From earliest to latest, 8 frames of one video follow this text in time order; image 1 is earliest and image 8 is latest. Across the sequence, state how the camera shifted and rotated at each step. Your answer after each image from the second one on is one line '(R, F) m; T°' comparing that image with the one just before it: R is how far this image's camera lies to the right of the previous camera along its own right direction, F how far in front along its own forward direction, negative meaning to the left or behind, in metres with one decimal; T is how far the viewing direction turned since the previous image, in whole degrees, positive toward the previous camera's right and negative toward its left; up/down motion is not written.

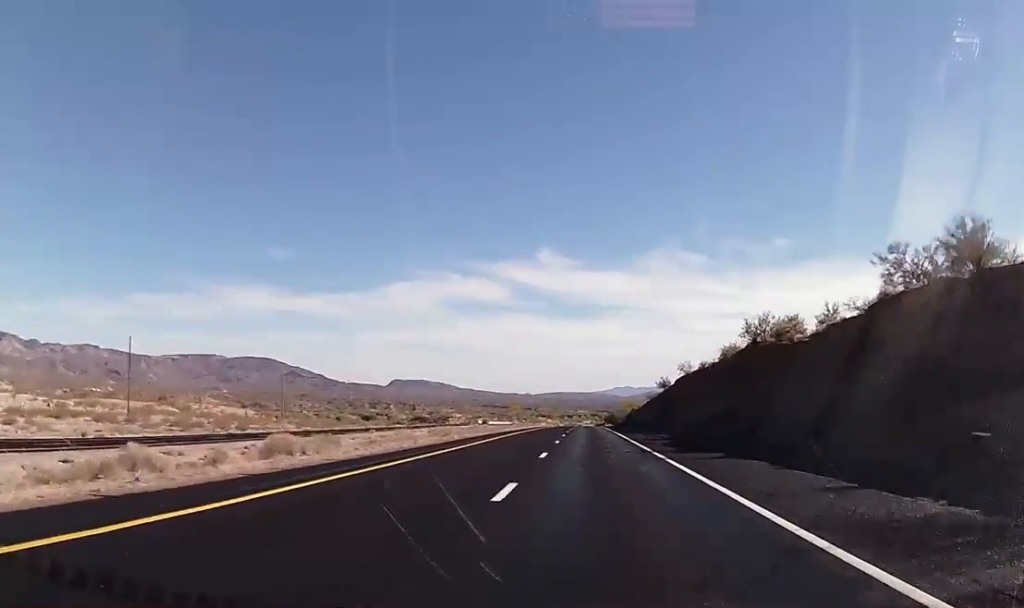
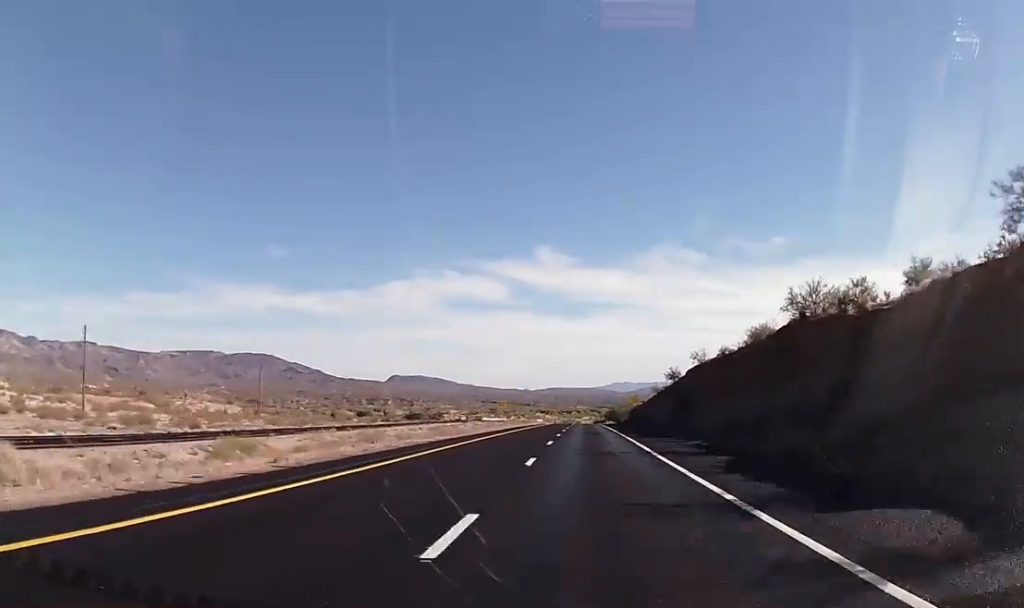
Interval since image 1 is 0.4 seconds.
(-0.1, +16.3) m; 0°
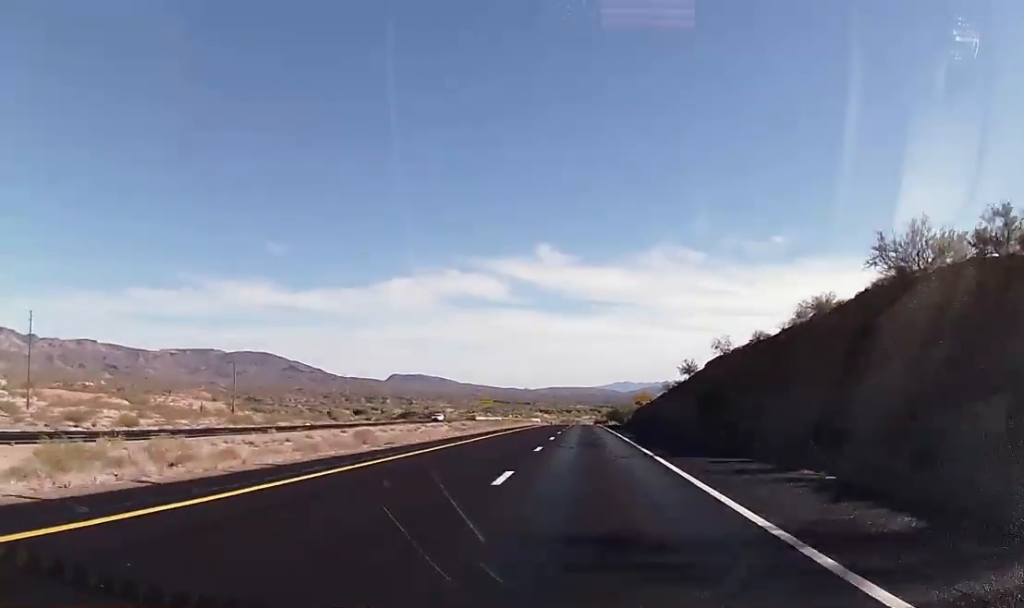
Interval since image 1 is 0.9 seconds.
(0.0, +17.7) m; 0°
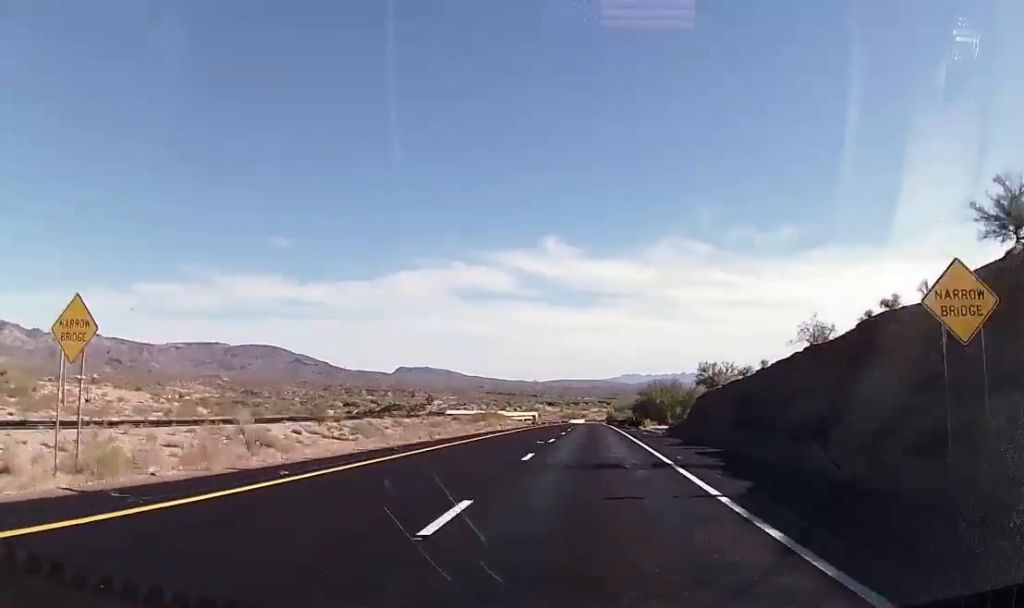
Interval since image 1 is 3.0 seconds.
(-0.1, +78.5) m; 0°
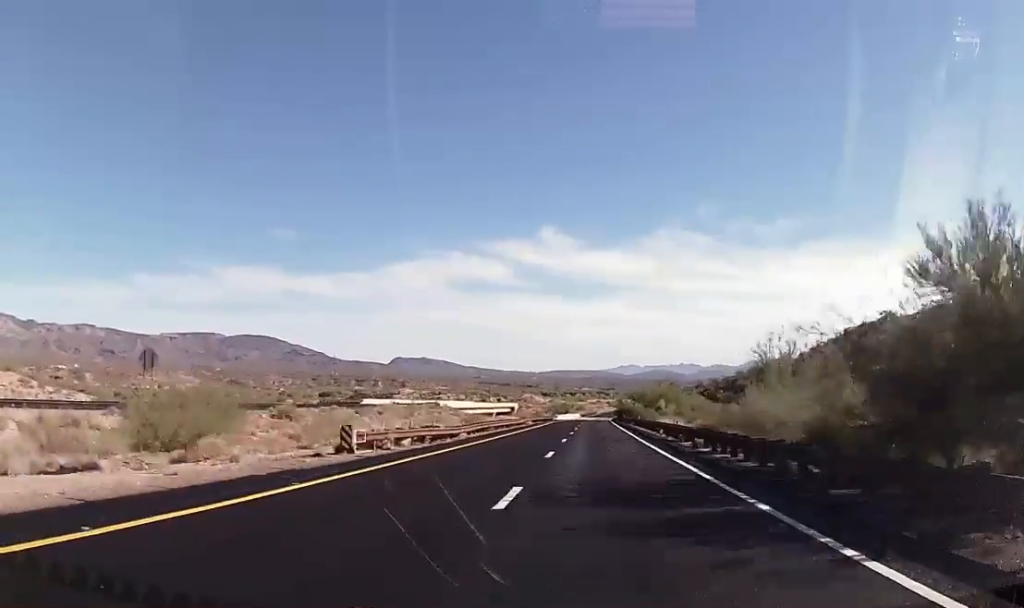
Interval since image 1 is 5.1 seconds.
(-0.4, +82.6) m; -1°
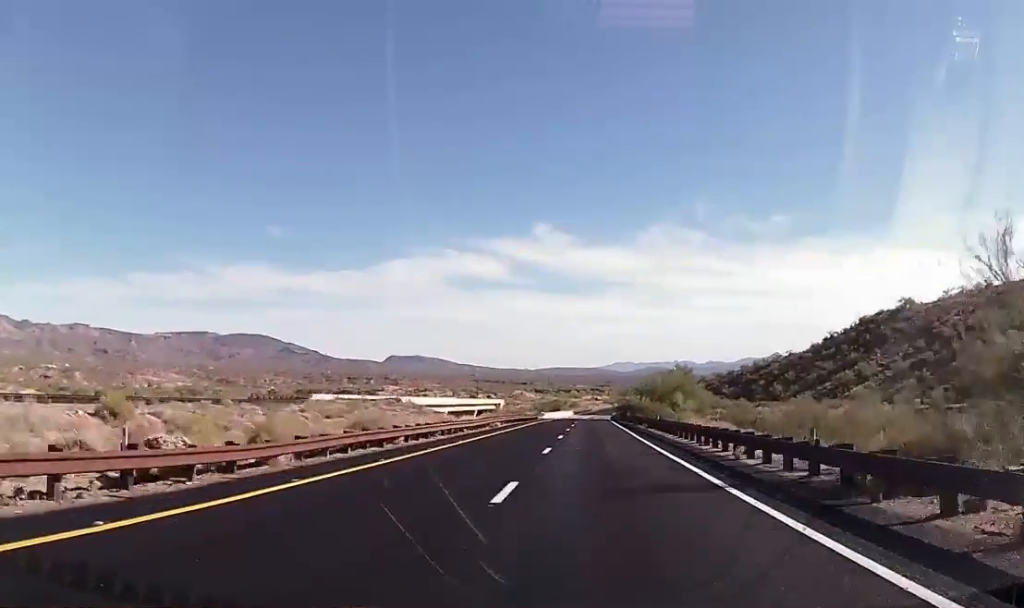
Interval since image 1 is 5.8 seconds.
(0.0, +24.1) m; 0°
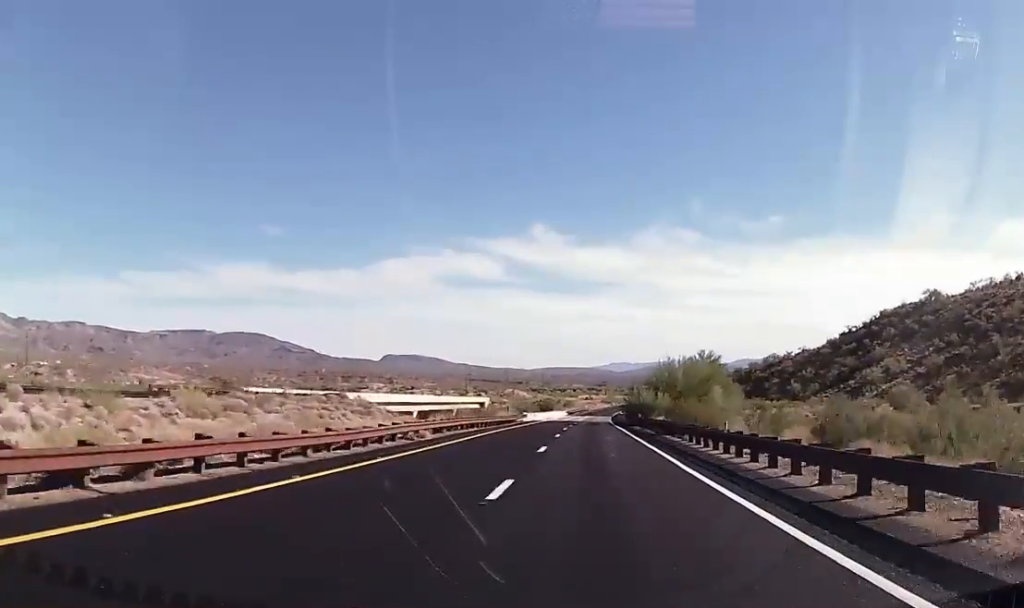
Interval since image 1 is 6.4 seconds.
(+0.1, +23.9) m; +1°
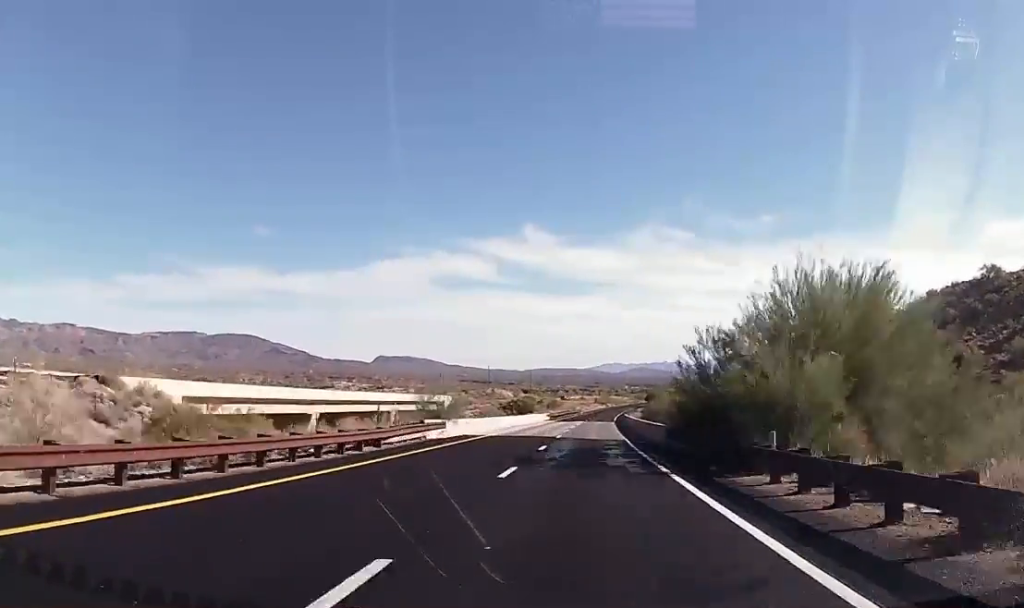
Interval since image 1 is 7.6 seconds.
(+0.4, +44.2) m; +1°
